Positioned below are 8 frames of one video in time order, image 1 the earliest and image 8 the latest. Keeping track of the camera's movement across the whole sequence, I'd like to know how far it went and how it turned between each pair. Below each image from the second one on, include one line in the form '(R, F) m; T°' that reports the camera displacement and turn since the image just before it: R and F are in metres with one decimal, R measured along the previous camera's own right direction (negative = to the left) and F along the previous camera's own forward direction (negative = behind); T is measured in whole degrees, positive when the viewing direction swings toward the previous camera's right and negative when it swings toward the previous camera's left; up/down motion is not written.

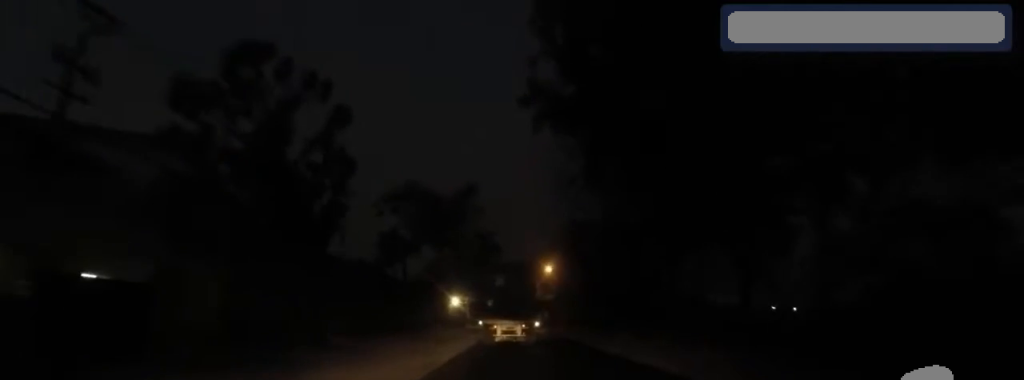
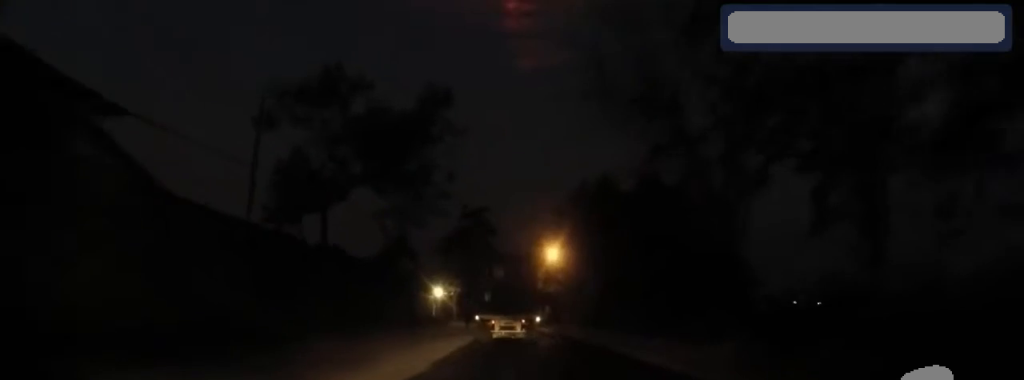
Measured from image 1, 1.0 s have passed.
(+0.1, +11.8) m; +1°
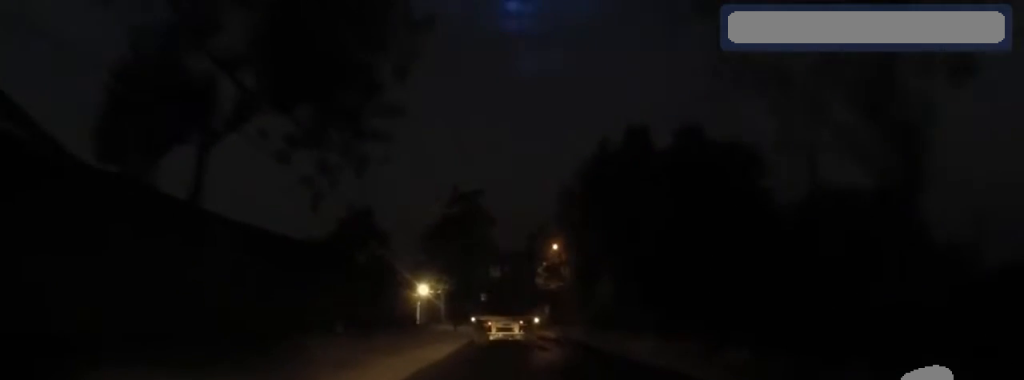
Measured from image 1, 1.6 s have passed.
(+0.2, +6.8) m; 0°
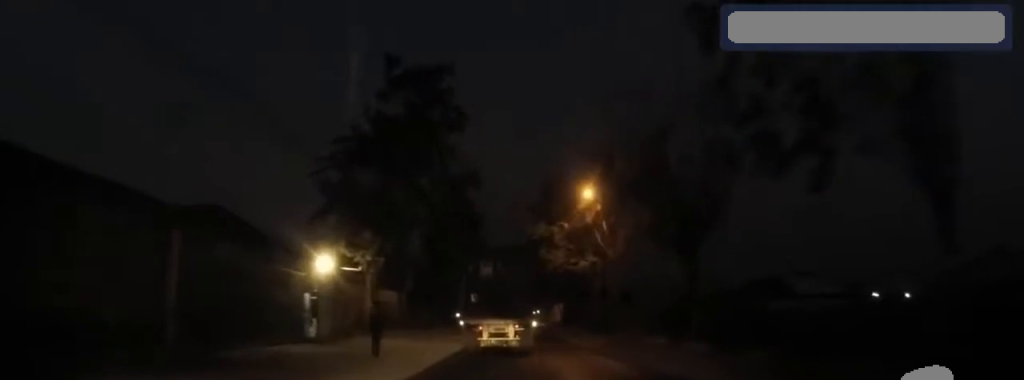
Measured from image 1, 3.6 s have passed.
(0.0, +22.1) m; +2°
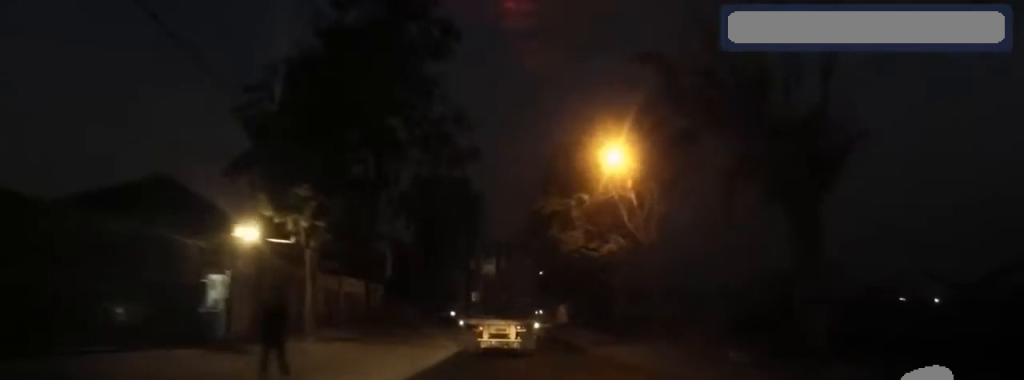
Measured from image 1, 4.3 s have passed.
(0.0, +6.5) m; 0°
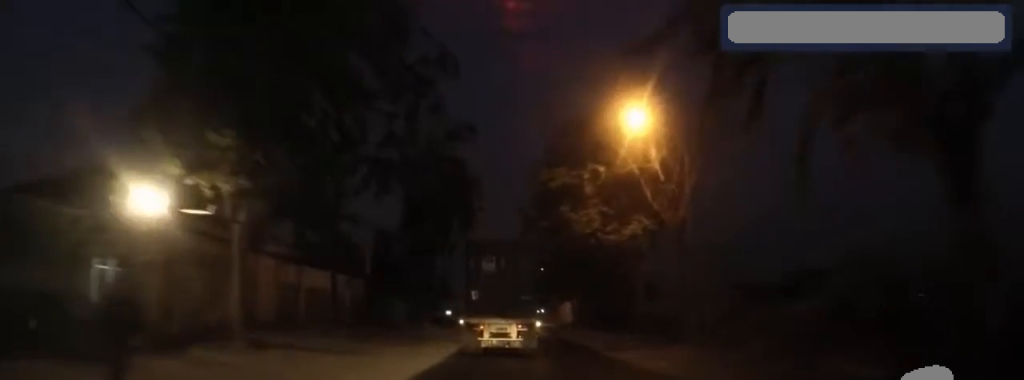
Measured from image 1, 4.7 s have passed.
(0.0, +4.1) m; 0°
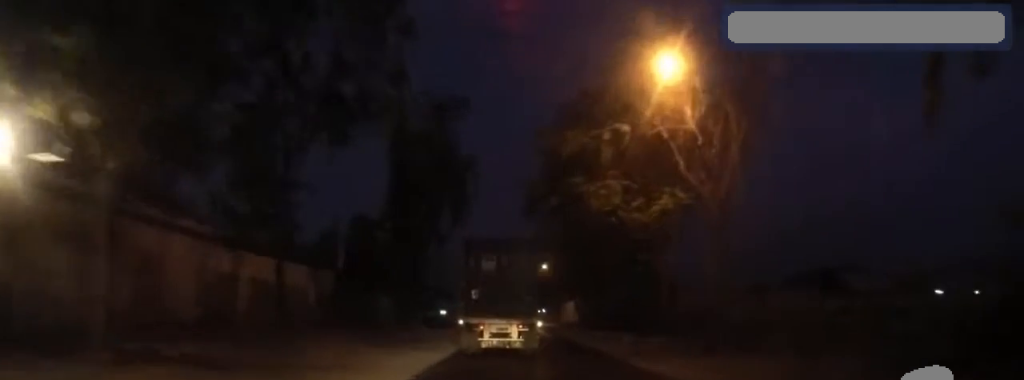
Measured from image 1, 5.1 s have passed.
(0.0, +4.0) m; 0°
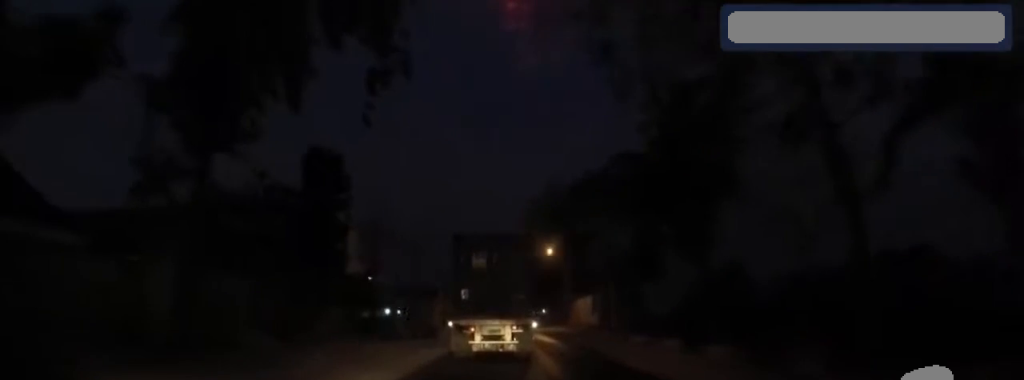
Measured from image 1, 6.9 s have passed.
(0.0, +17.7) m; 0°
